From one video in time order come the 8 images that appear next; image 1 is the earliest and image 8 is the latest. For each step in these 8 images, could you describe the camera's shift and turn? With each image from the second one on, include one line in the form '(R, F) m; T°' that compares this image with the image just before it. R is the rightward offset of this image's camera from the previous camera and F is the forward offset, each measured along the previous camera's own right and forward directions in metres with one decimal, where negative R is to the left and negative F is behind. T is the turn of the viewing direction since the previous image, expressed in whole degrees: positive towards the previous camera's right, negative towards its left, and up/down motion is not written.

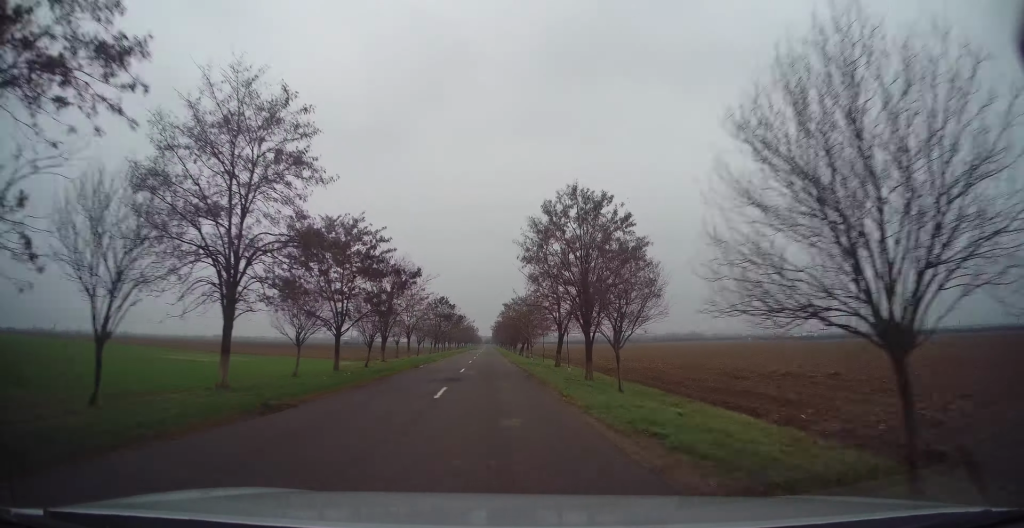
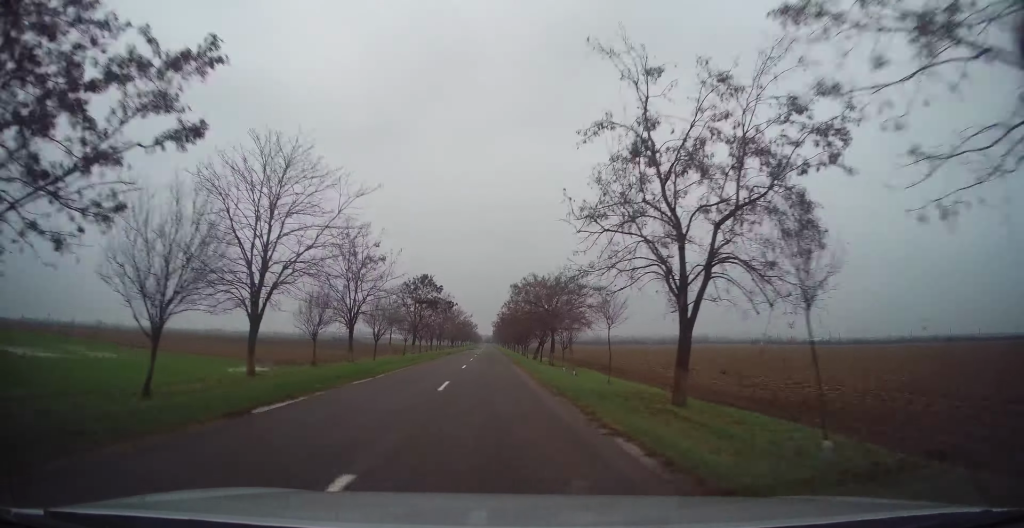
(+0.1, +22.3) m; 0°
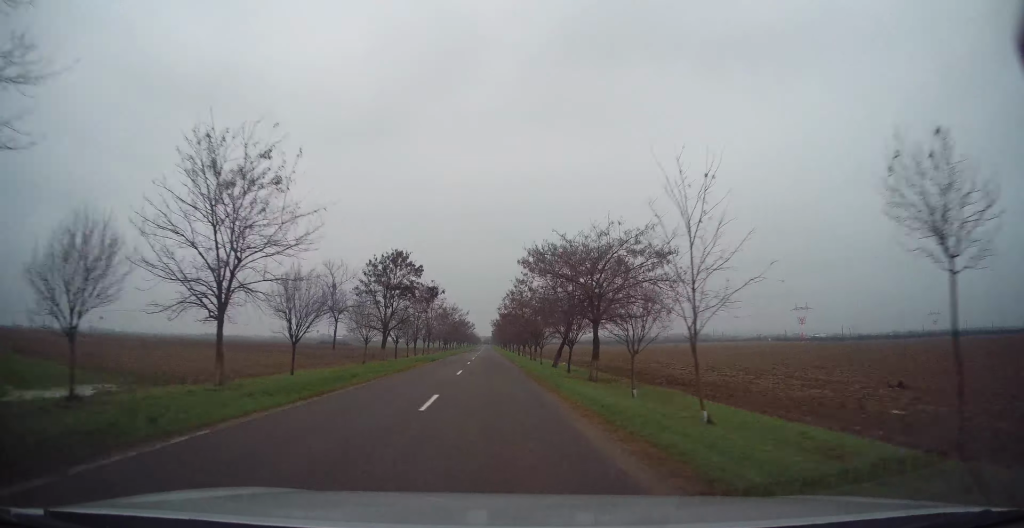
(+0.2, +15.0) m; 0°
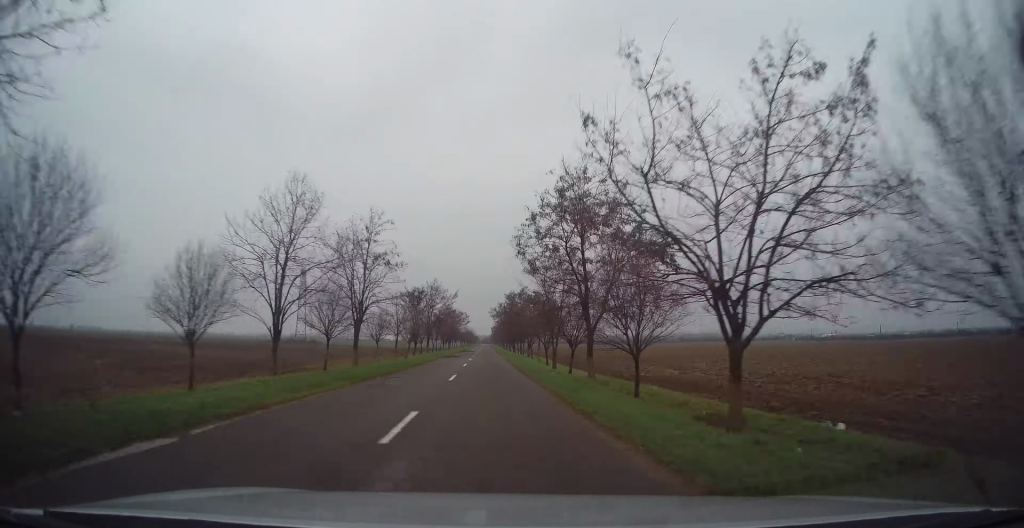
(-0.3, +38.0) m; 0°
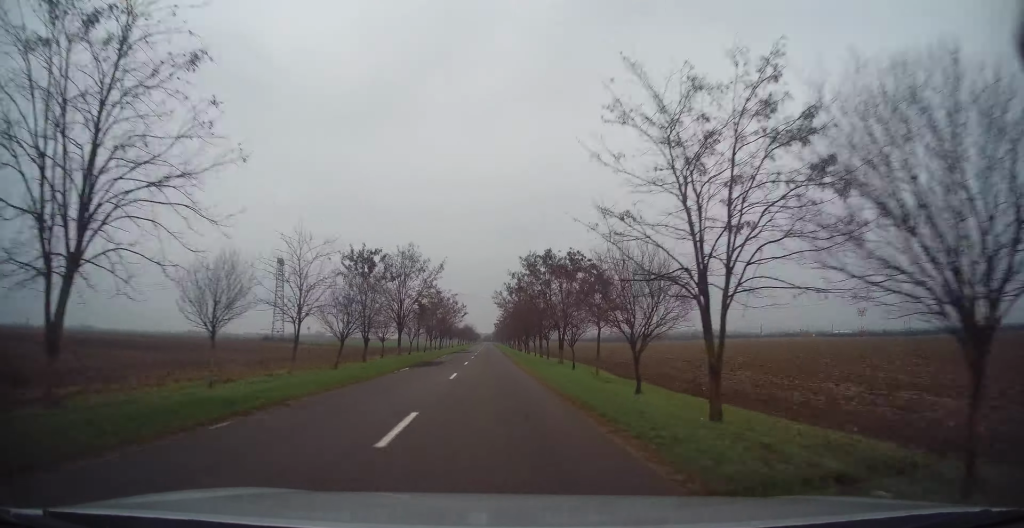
(+0.1, +23.7) m; 0°
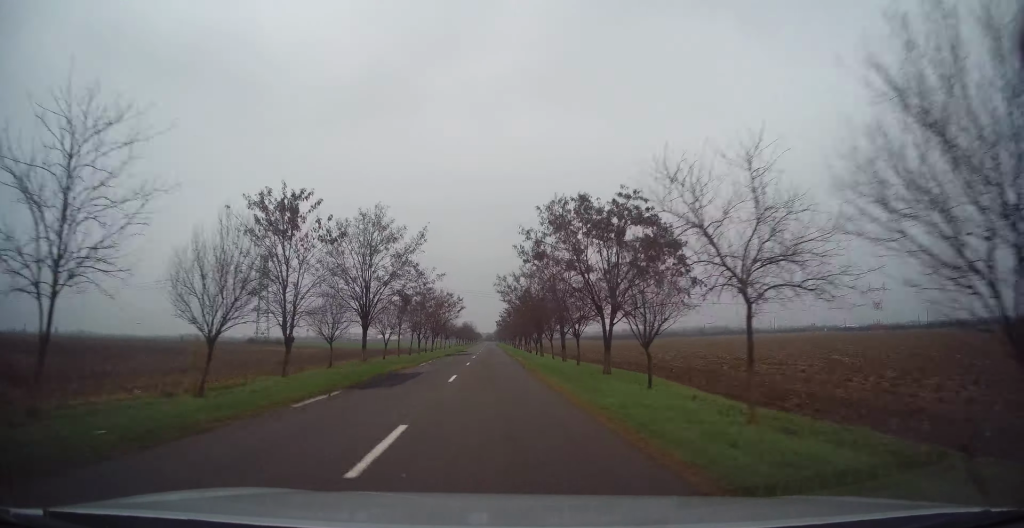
(+0.1, +12.8) m; 0°
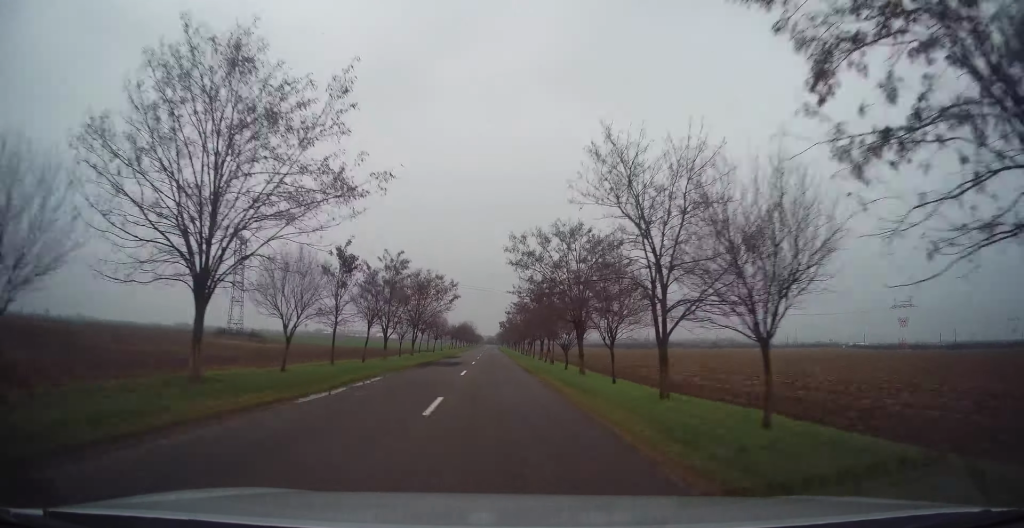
(-0.1, +18.9) m; 0°
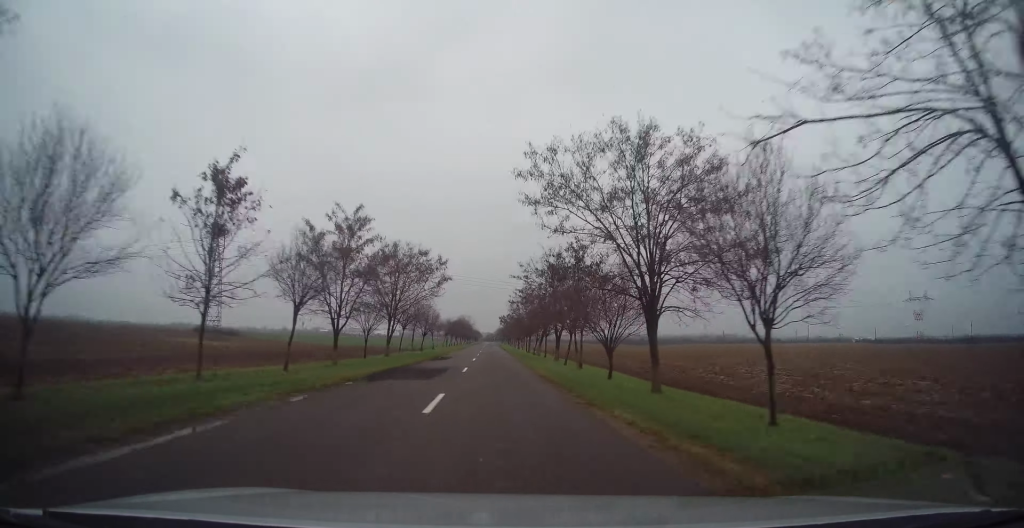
(-0.1, +12.0) m; 0°
